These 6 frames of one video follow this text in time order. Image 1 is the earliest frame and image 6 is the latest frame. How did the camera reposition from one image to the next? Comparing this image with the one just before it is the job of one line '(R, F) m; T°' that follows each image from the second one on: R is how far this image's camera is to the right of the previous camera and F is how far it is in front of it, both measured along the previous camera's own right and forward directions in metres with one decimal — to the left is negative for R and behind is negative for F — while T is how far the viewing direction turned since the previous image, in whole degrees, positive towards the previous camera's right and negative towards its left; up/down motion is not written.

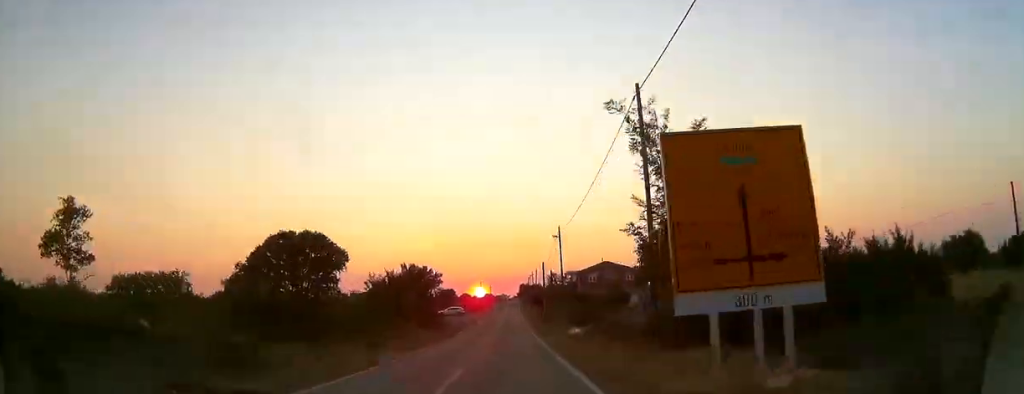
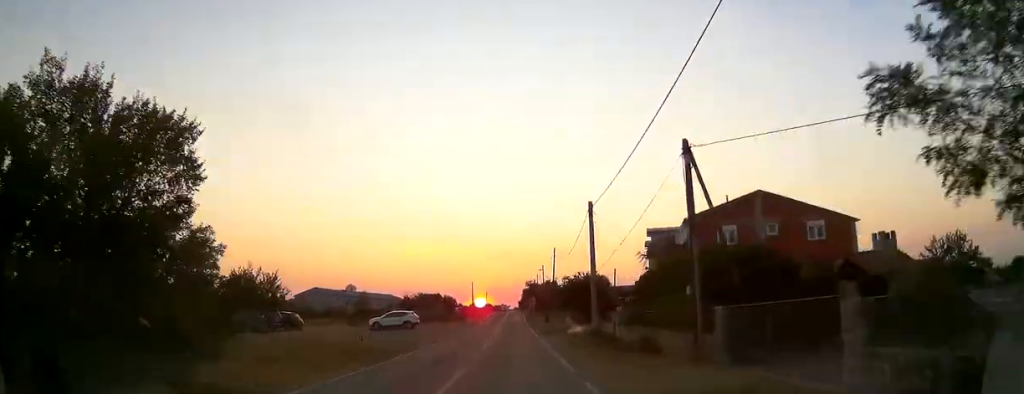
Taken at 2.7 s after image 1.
(+0.4, +44.5) m; 0°
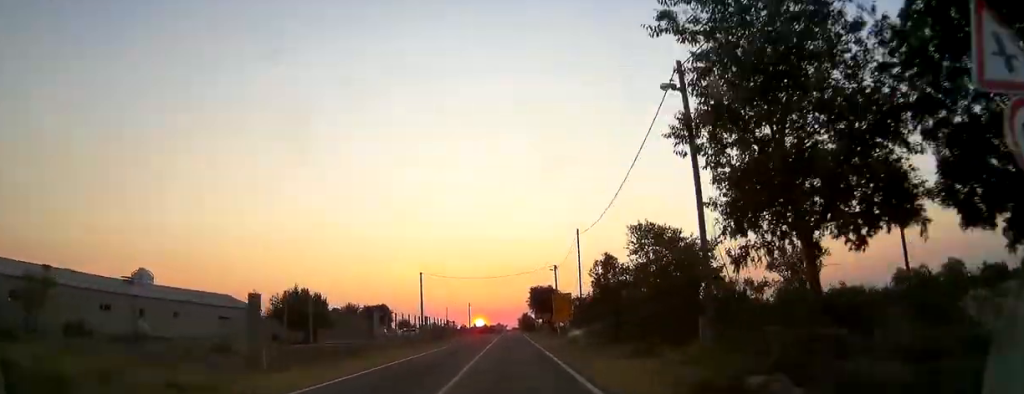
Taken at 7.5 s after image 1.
(-0.1, +79.5) m; 0°
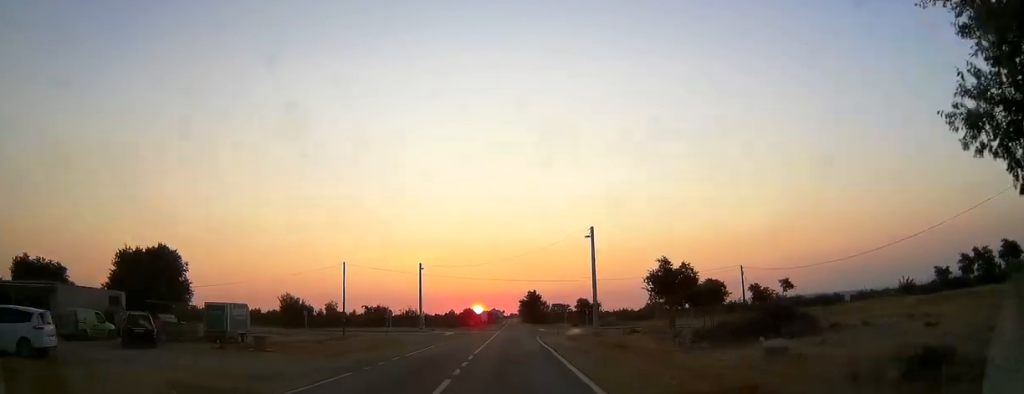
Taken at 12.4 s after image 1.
(+0.4, +71.1) m; +1°
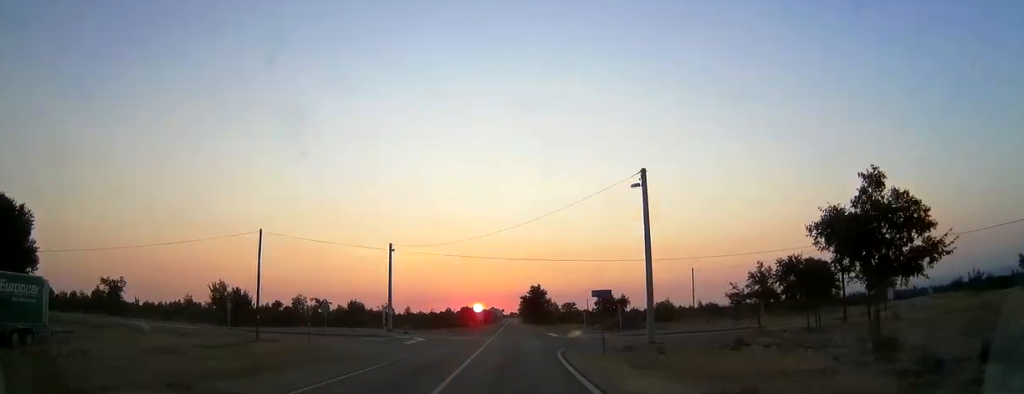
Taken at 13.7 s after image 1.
(0.0, +15.6) m; 0°
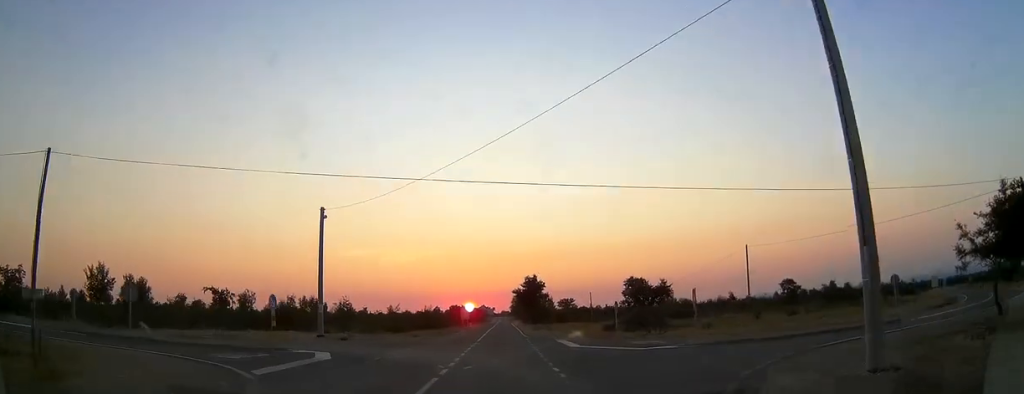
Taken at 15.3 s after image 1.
(+0.1, +17.5) m; -1°
